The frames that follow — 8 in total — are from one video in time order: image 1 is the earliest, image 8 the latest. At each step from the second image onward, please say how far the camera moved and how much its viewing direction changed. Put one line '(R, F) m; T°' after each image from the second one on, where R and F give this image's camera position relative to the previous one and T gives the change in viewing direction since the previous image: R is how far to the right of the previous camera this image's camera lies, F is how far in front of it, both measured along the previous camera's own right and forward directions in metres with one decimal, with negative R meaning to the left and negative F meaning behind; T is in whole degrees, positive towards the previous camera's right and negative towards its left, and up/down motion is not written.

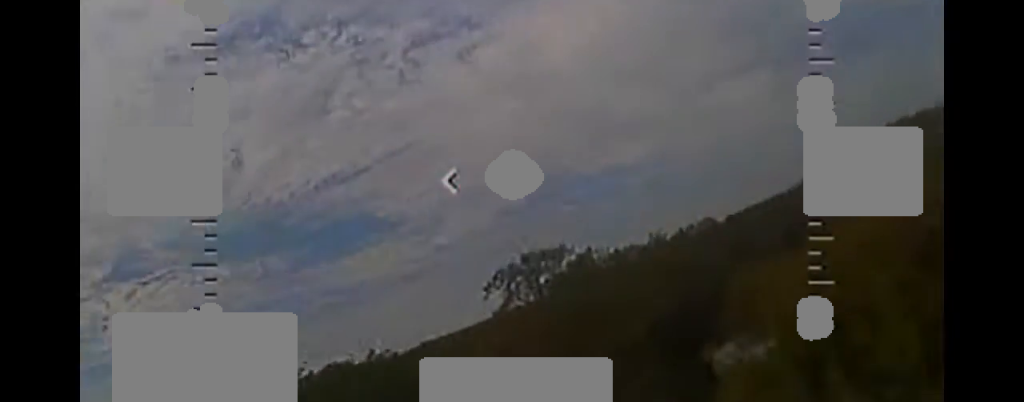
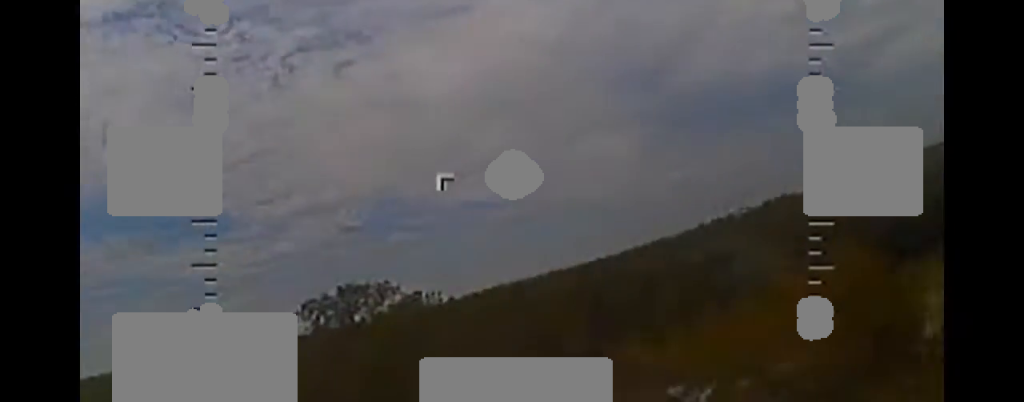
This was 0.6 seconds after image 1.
(+0.4, +7.2) m; +11°
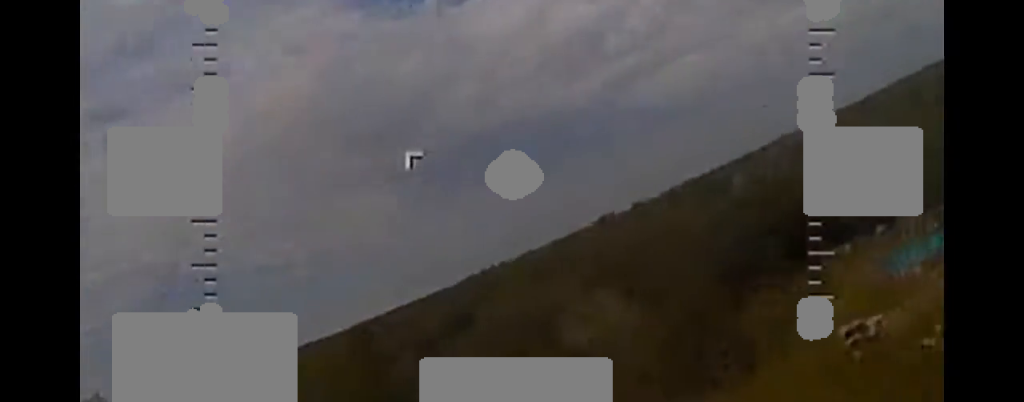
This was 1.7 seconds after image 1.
(+3.3, +13.3) m; +30°
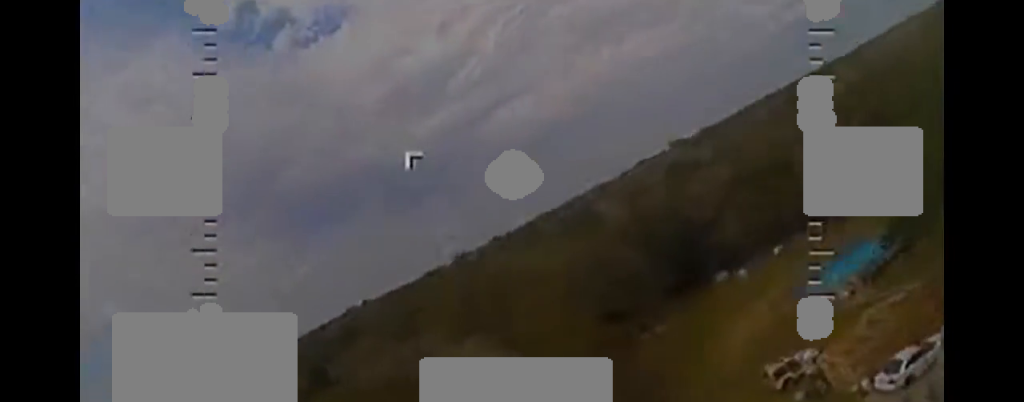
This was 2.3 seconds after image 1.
(+1.8, +7.4) m; +13°
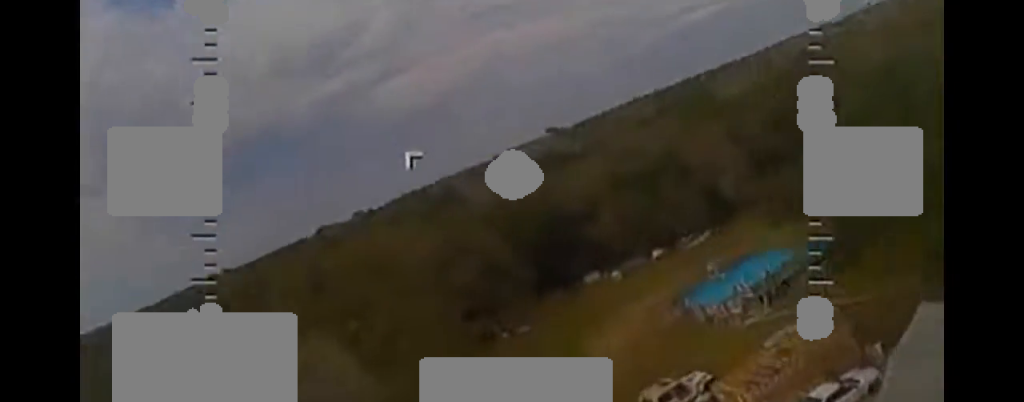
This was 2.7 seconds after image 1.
(+0.1, +5.6) m; +1°
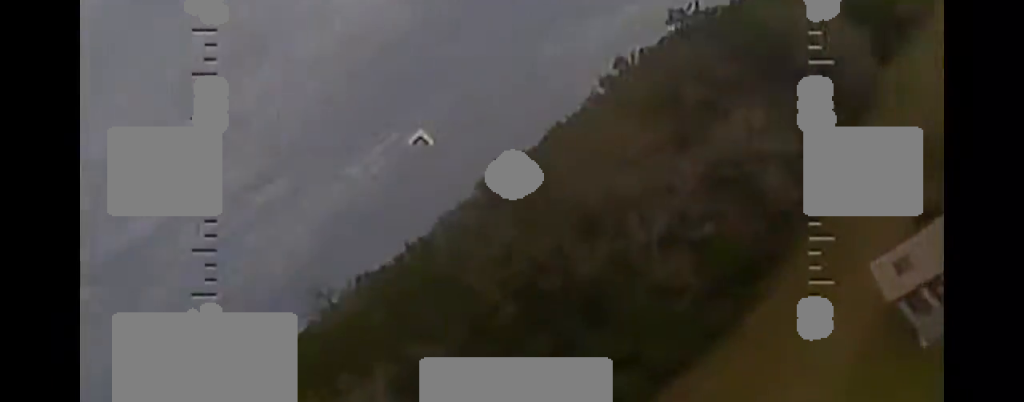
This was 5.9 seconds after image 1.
(+7.2, +36.7) m; +58°
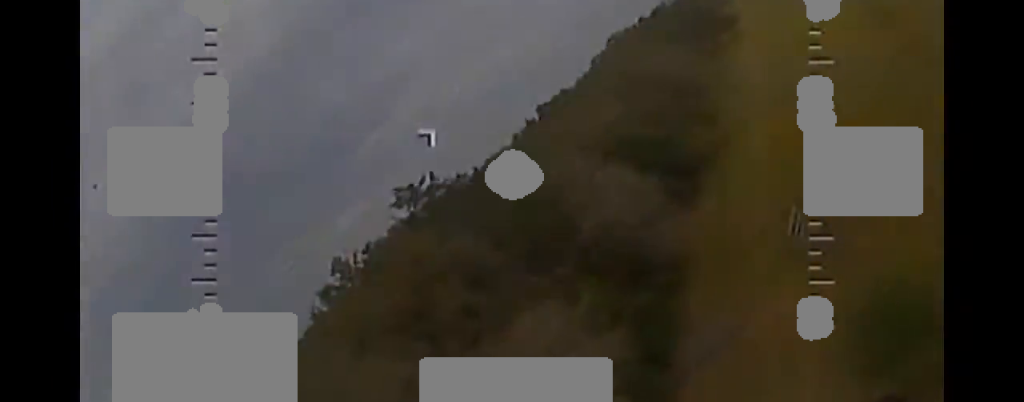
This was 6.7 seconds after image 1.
(+3.8, +11.9) m; +27°
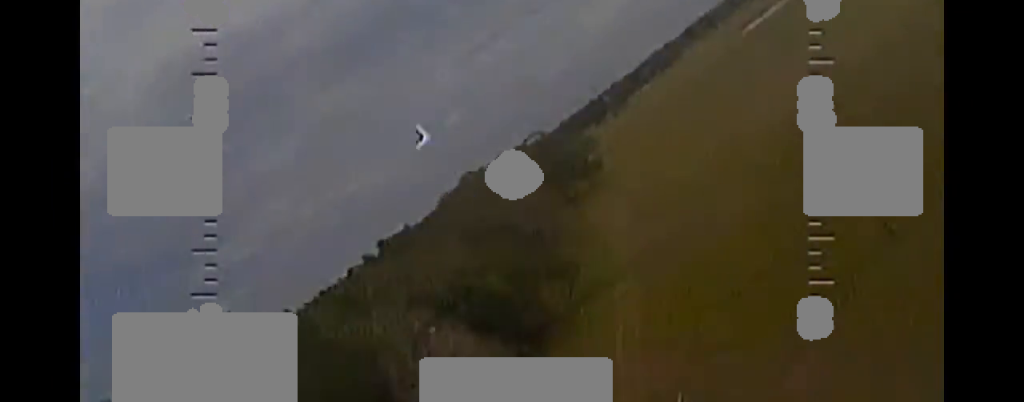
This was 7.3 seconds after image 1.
(-1.1, +7.8) m; +13°
